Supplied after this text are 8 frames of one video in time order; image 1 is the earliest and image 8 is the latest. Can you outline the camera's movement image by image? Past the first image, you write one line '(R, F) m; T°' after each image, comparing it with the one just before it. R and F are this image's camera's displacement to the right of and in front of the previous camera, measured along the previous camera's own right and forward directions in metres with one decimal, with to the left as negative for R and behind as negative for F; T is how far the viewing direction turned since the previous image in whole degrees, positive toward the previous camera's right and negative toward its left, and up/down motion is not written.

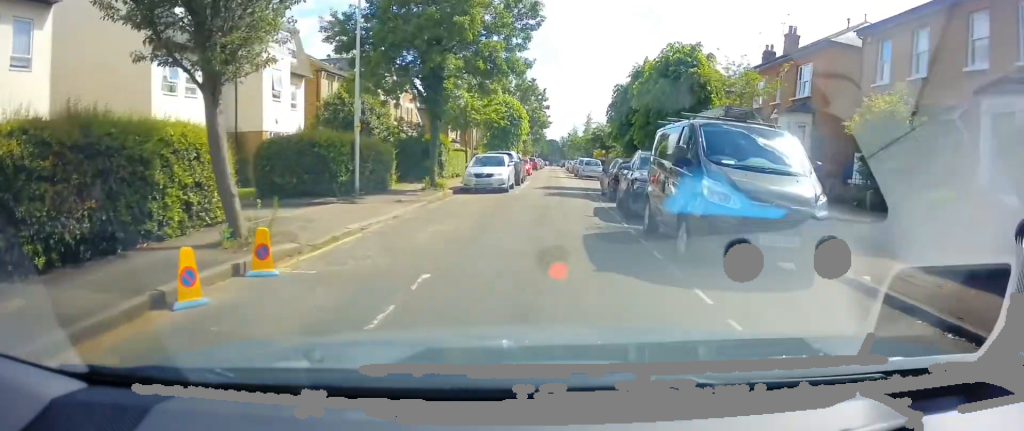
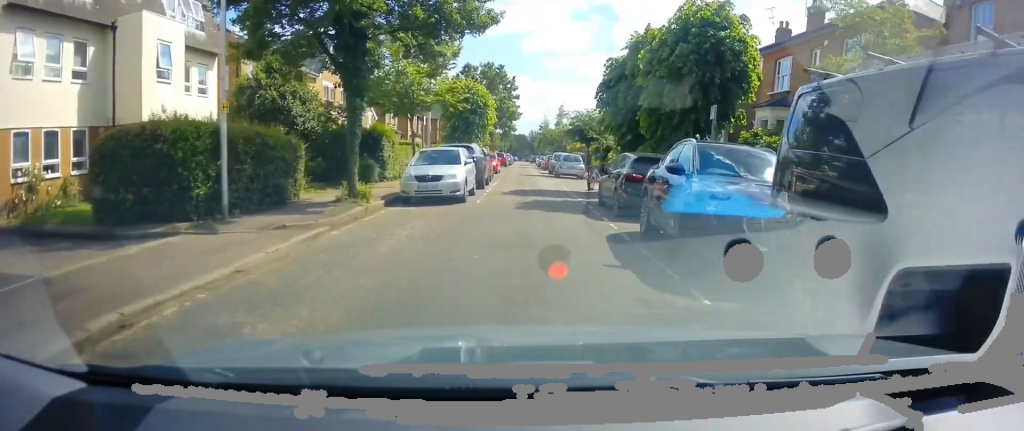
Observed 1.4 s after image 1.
(+0.3, +6.3) m; +2°
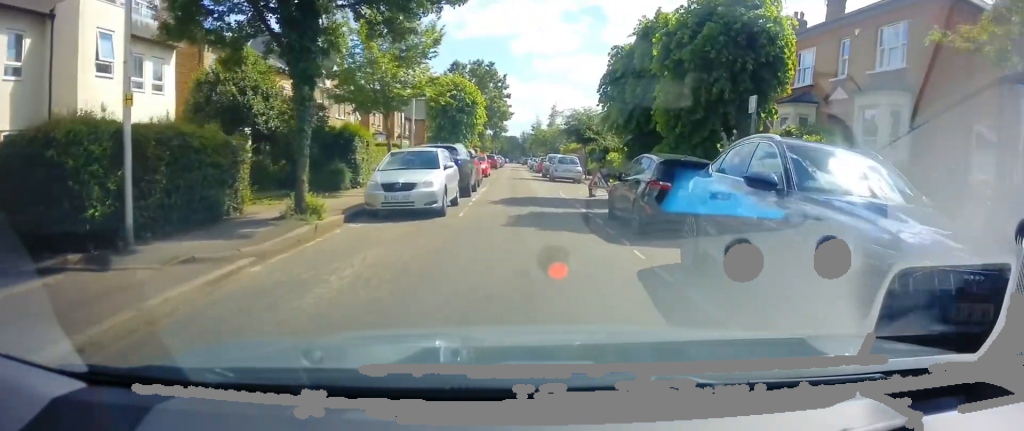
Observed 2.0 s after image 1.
(0.0, +2.9) m; 0°
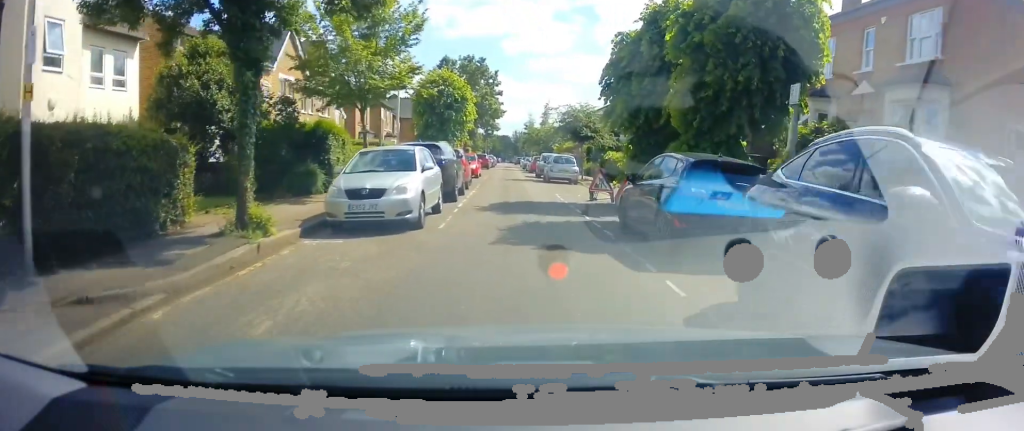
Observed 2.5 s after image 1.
(0.0, +2.1) m; 0°
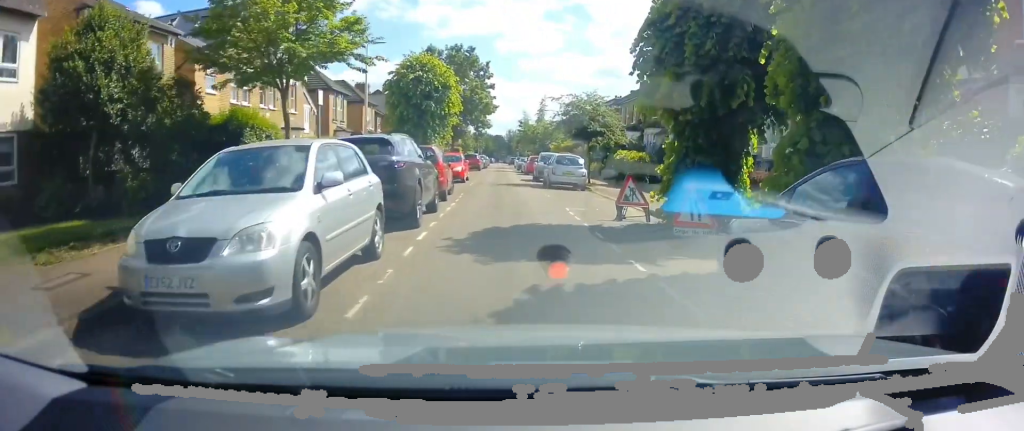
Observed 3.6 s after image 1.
(0.0, +5.3) m; 0°
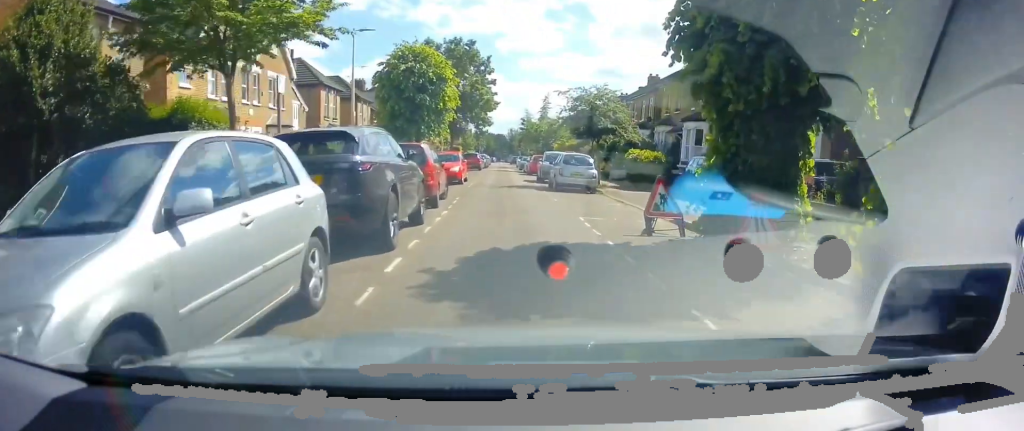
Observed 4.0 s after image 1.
(0.0, +2.3) m; 0°
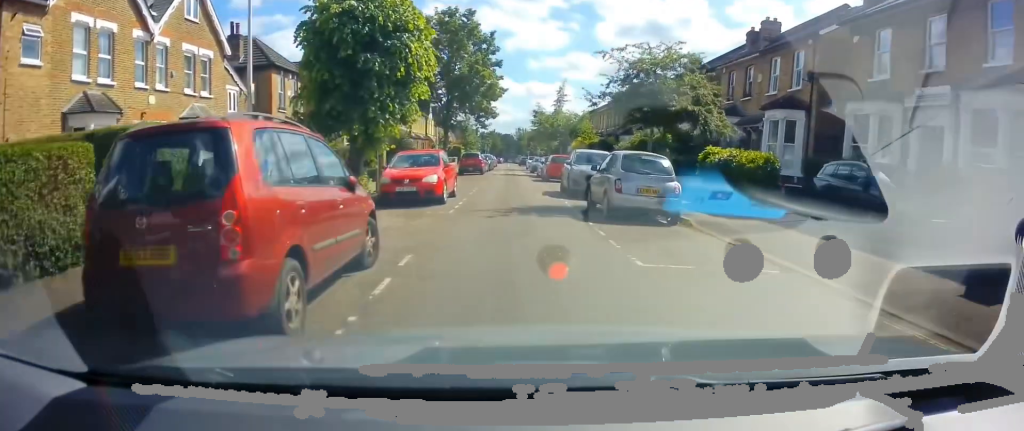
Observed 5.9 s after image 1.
(0.0, +10.0) m; -1°
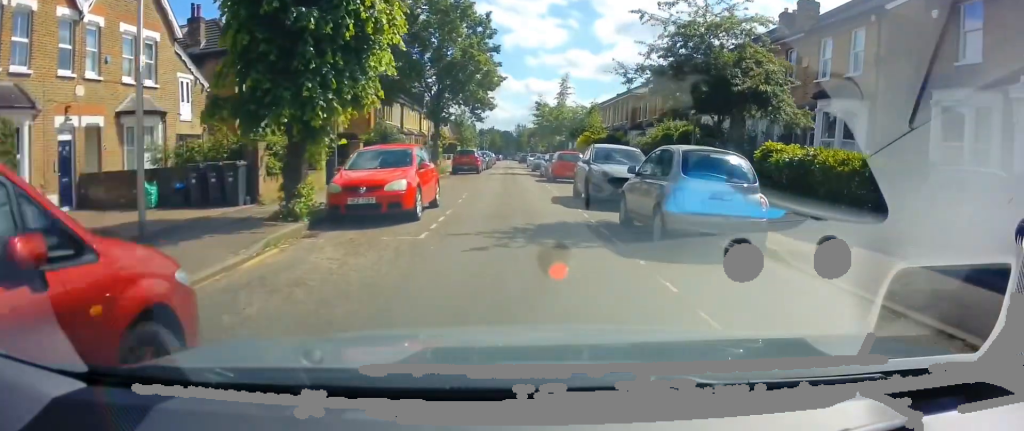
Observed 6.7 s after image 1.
(-0.1, +4.4) m; -1°
